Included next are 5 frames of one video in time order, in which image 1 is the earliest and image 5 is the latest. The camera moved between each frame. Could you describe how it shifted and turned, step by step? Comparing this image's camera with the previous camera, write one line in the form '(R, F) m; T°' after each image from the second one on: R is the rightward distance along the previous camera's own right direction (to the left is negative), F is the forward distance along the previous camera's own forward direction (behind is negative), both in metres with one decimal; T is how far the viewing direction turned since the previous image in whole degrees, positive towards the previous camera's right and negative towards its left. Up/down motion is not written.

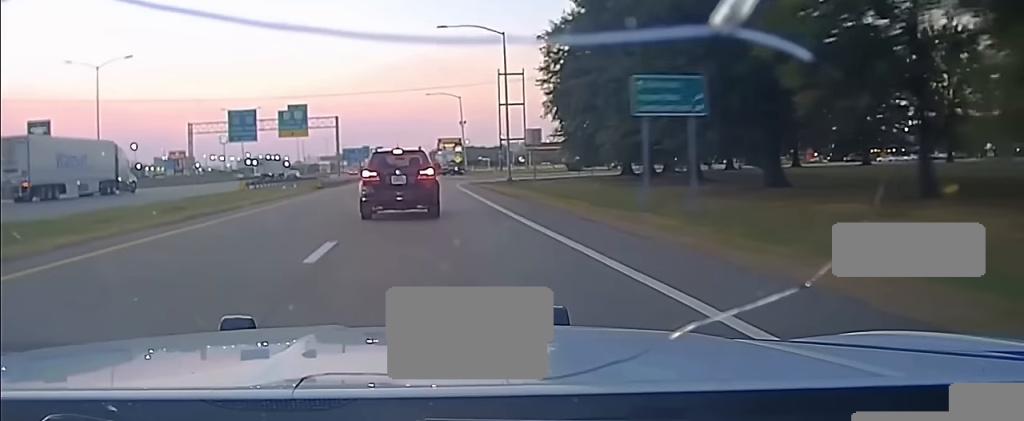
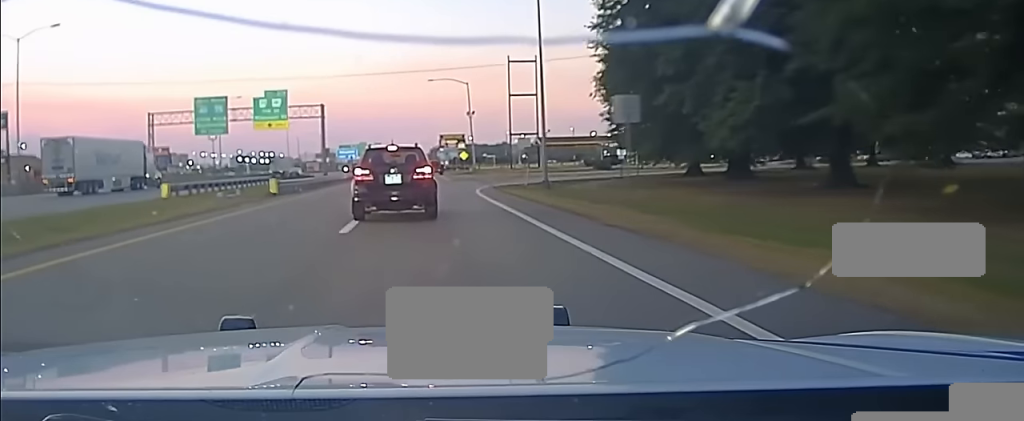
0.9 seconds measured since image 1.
(-0.2, +20.7) m; 0°
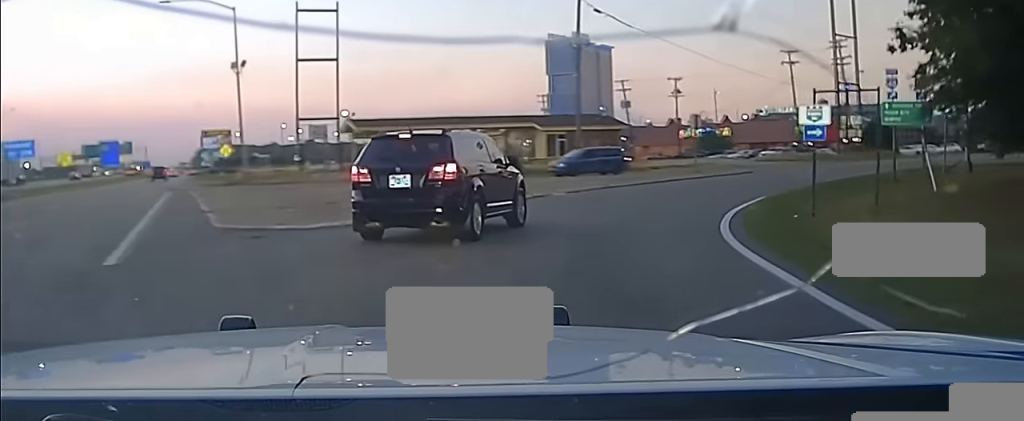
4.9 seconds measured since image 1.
(+9.8, +57.8) m; +32°
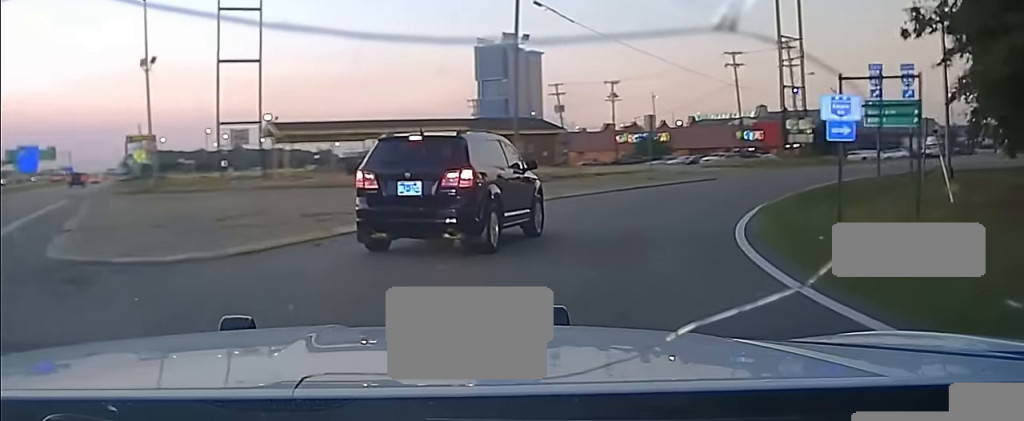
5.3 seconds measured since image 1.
(+0.2, +5.8) m; +4°
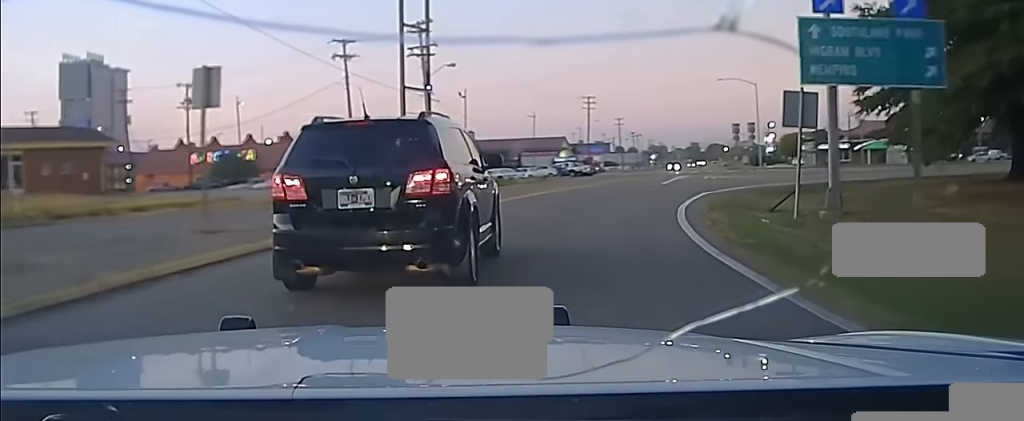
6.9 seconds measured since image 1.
(+1.9, +16.2) m; +13°
